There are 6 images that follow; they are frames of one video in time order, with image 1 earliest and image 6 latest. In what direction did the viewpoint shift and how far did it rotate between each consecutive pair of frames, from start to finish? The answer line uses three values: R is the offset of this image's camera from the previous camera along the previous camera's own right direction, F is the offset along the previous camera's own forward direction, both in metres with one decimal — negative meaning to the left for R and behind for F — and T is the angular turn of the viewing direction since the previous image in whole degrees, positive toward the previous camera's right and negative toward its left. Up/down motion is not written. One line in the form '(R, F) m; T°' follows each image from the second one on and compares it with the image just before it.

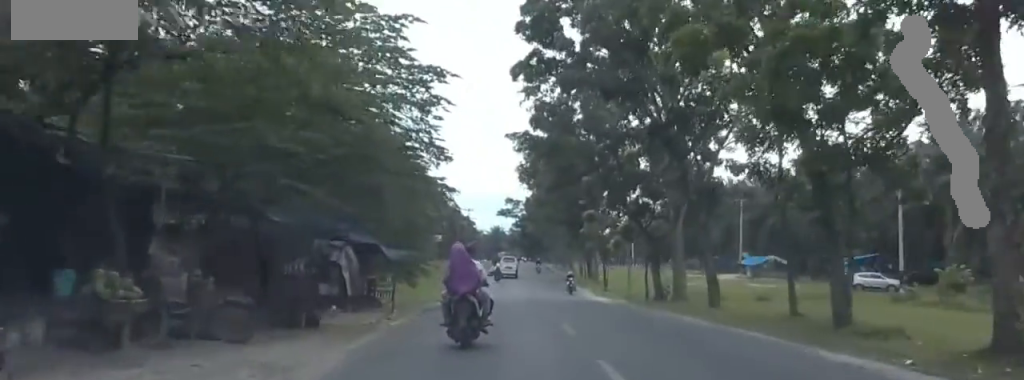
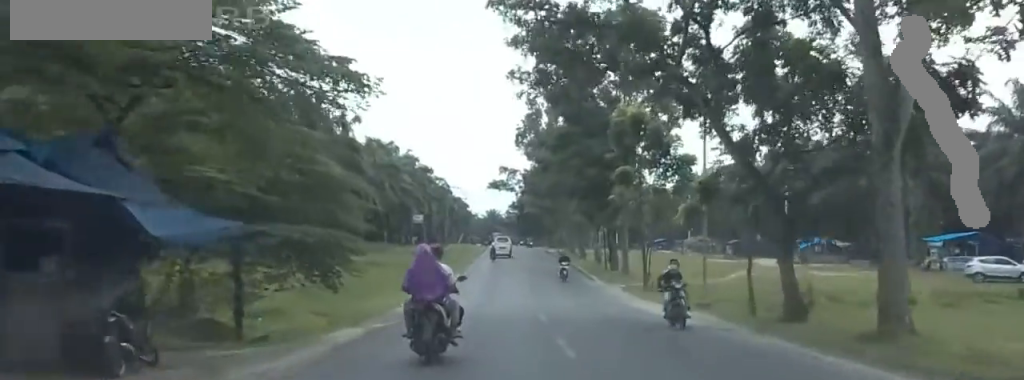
(-0.7, +21.6) m; +1°
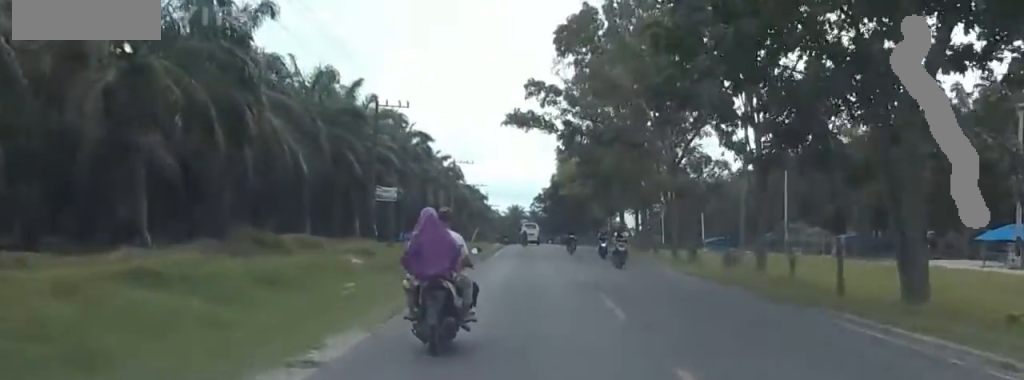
(+2.3, +40.5) m; +4°
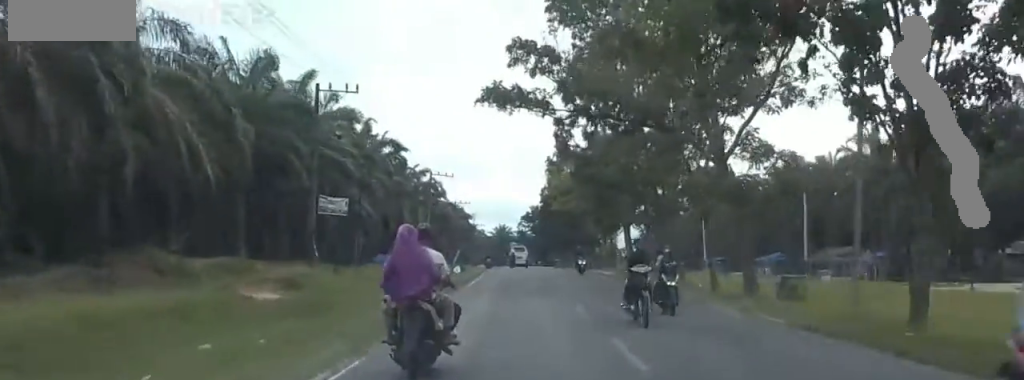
(0.0, +13.7) m; 0°
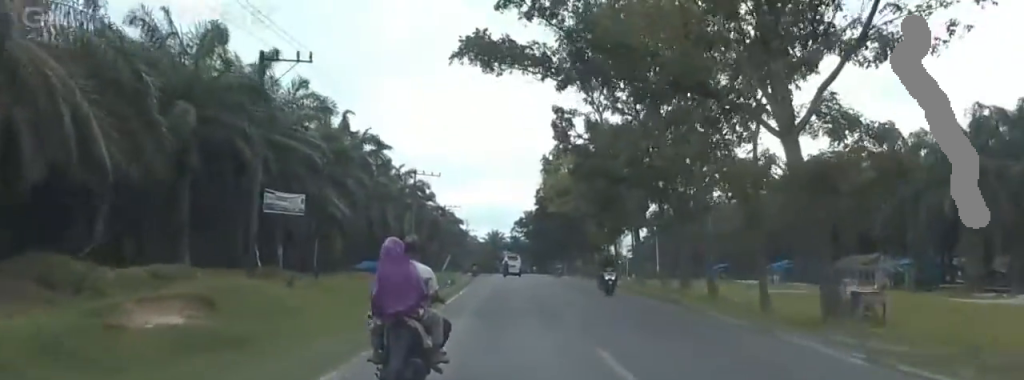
(0.0, +8.6) m; 0°
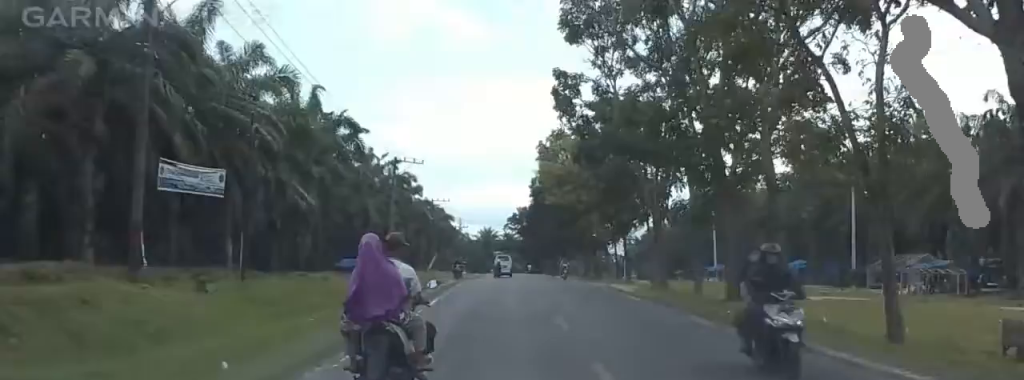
(0.0, +10.2) m; 0°
